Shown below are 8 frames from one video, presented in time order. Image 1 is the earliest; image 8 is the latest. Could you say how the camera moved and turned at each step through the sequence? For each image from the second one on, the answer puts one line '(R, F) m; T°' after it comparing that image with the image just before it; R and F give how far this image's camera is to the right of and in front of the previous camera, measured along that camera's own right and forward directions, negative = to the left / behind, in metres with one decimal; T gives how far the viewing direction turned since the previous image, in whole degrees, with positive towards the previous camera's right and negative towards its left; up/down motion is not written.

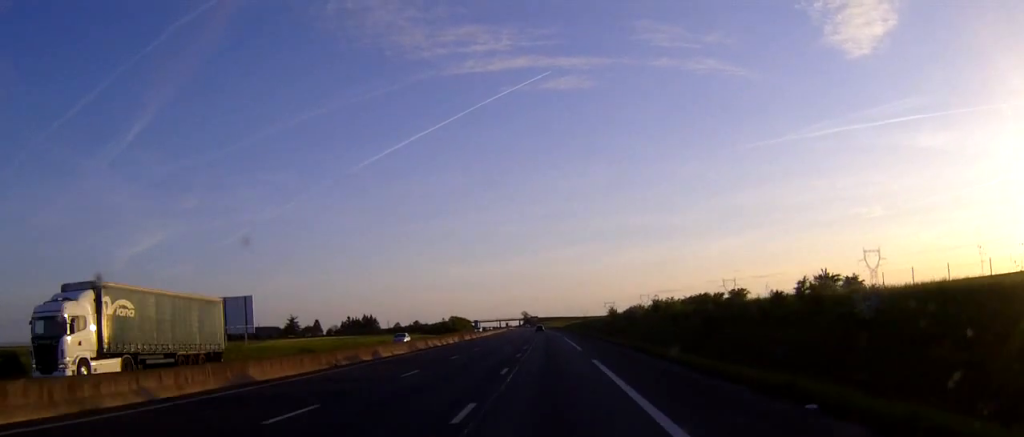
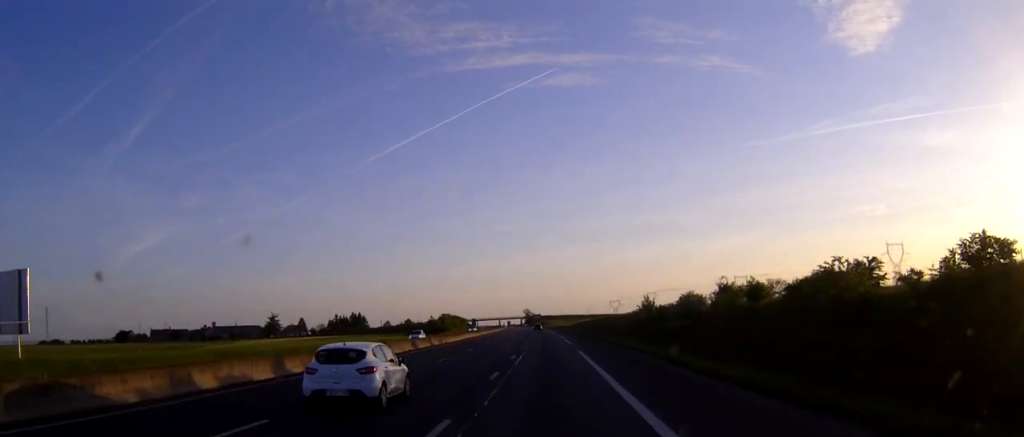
(-0.1, +41.9) m; 0°
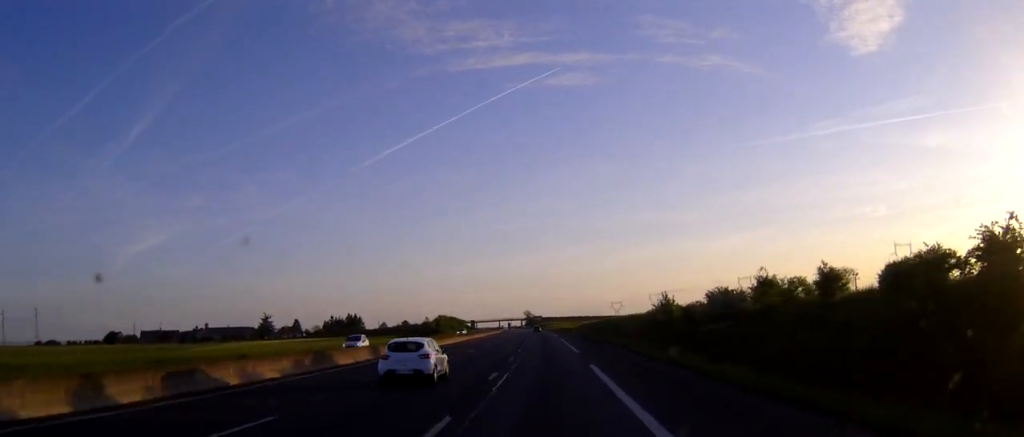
(0.0, +12.7) m; 0°
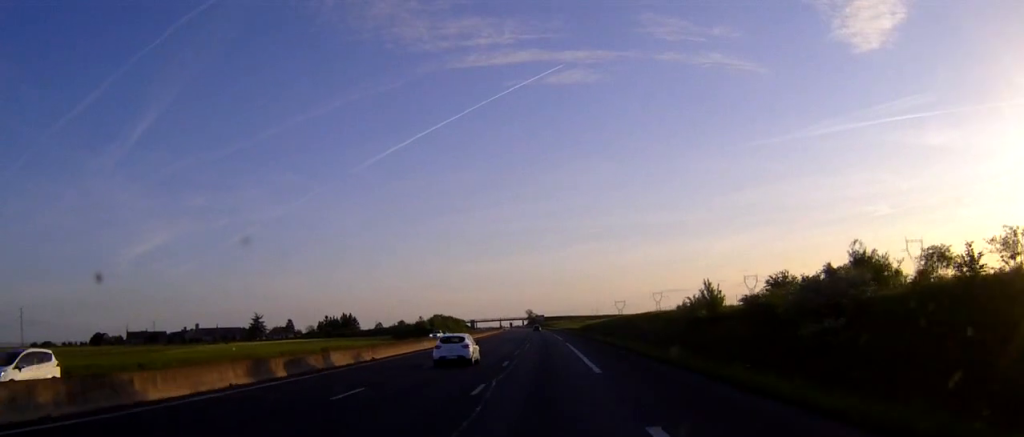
(0.0, +18.2) m; 0°
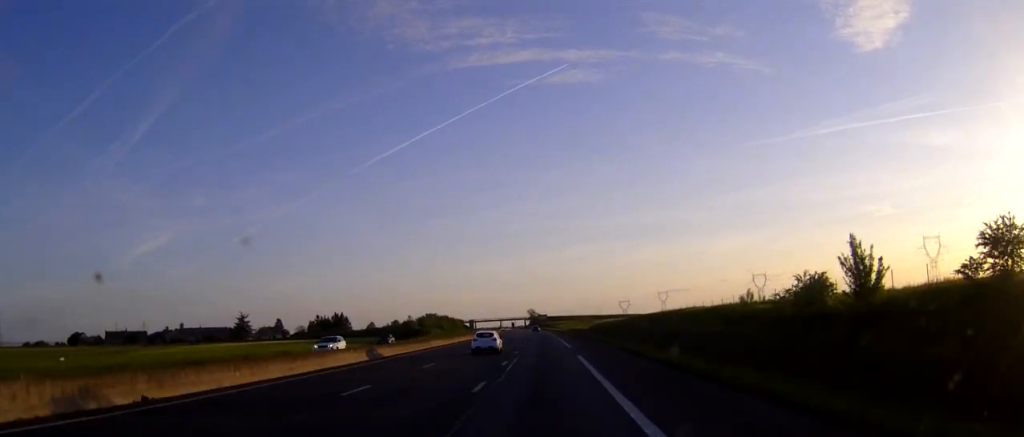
(-0.2, +25.5) m; 0°
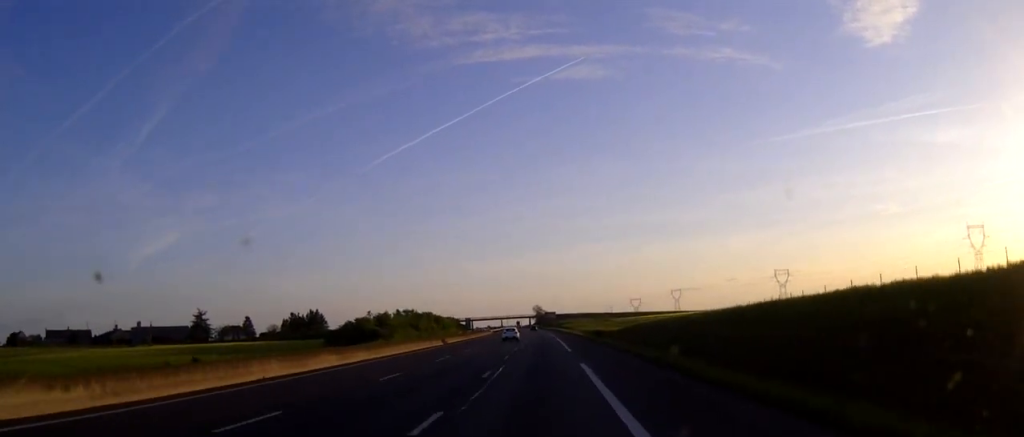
(-0.3, +59.9) m; -1°
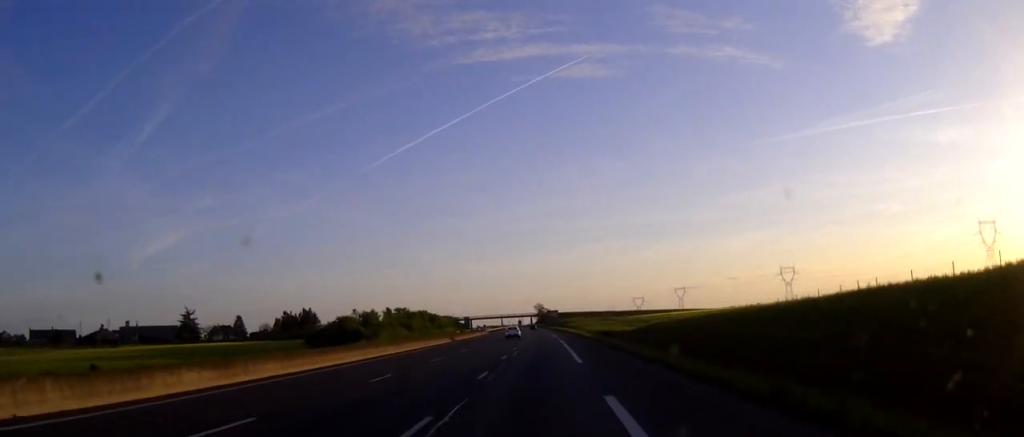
(0.0, +14.5) m; 0°
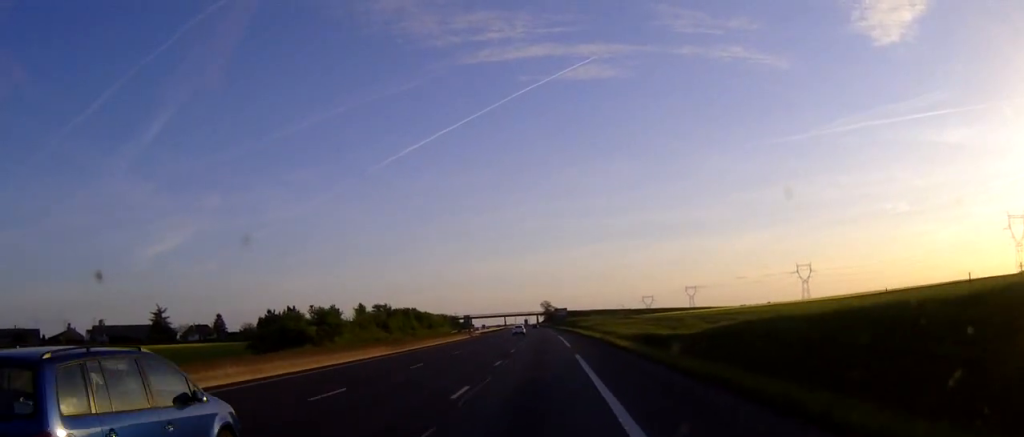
(-0.1, +32.6) m; 0°
